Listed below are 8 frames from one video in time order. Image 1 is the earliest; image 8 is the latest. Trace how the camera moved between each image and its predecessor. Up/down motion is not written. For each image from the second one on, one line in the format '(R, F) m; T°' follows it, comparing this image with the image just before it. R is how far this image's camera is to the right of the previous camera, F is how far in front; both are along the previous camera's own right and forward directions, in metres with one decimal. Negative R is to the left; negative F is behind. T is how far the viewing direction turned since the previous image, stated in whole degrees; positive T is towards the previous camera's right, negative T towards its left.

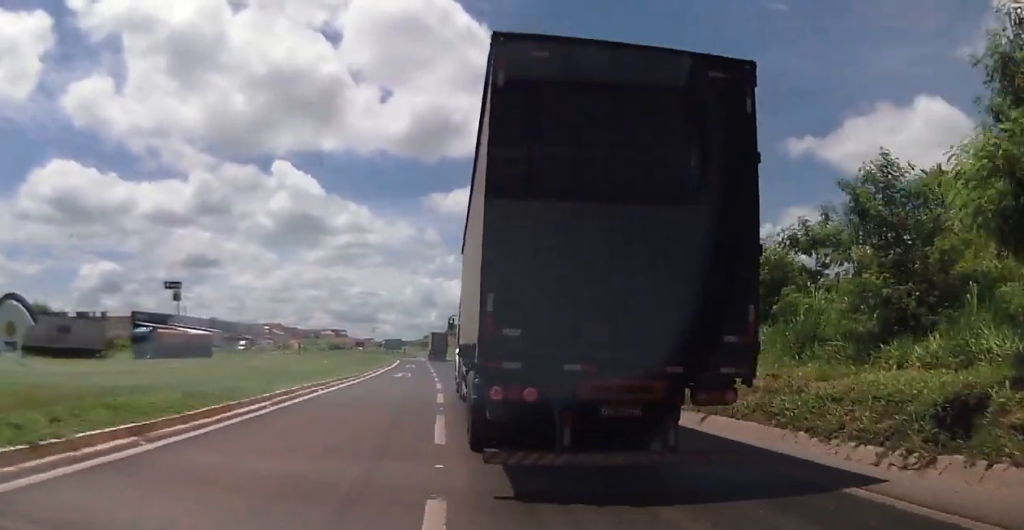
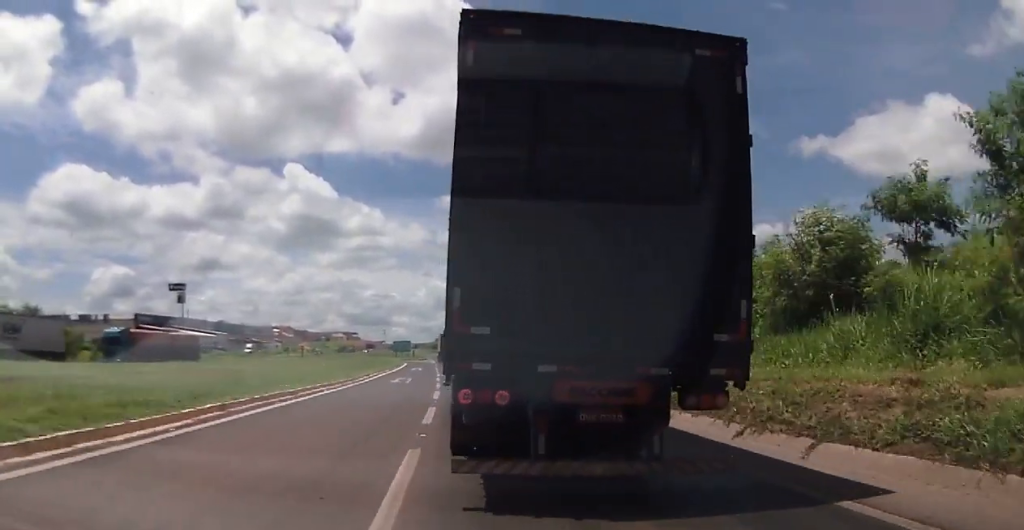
(+0.1, +5.3) m; -2°
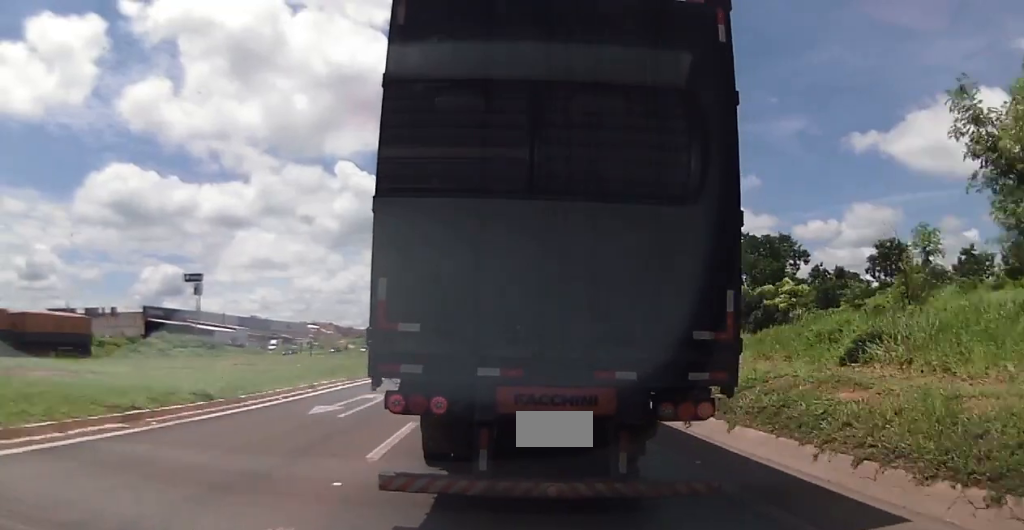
(-0.5, +22.0) m; -4°
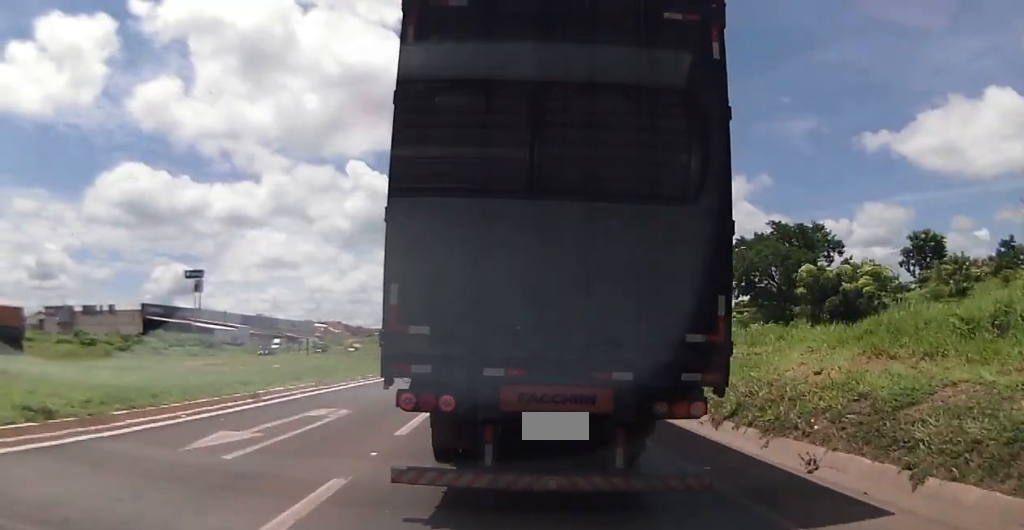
(-0.3, +6.2) m; -5°
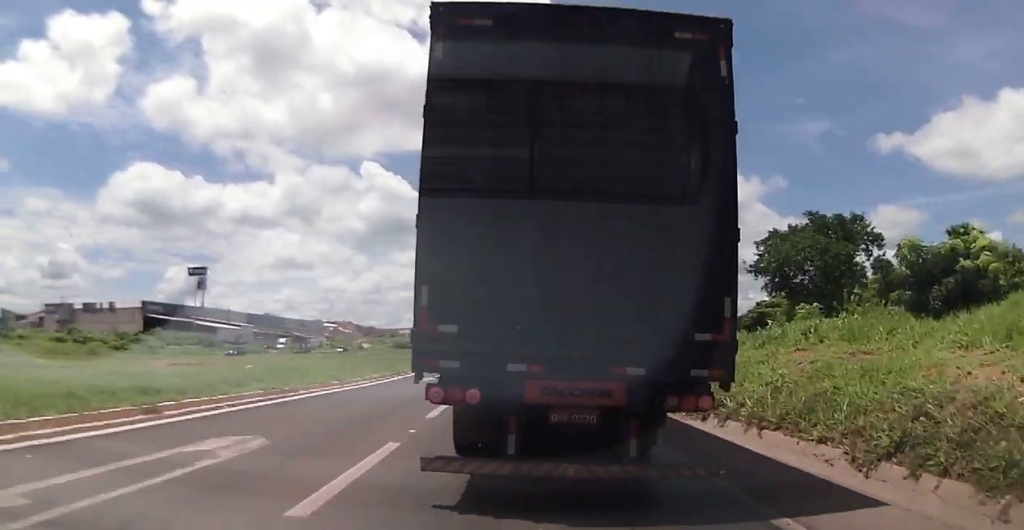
(-0.4, +5.9) m; 0°
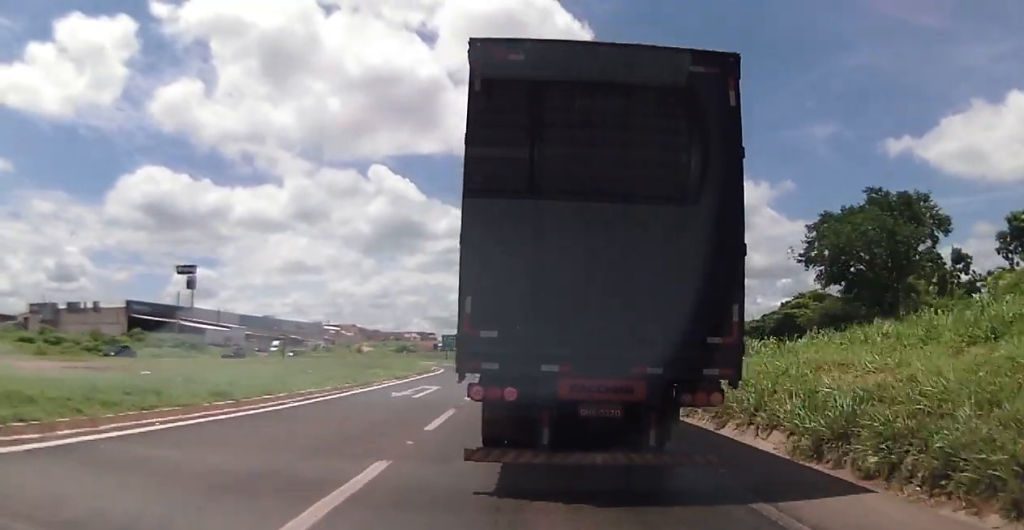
(+0.4, +10.5) m; +4°
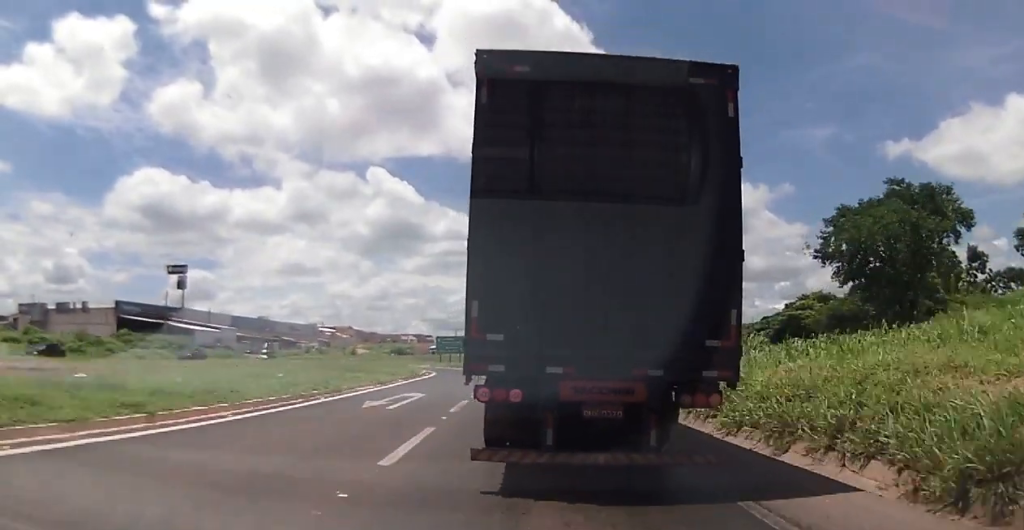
(0.0, +3.7) m; 0°
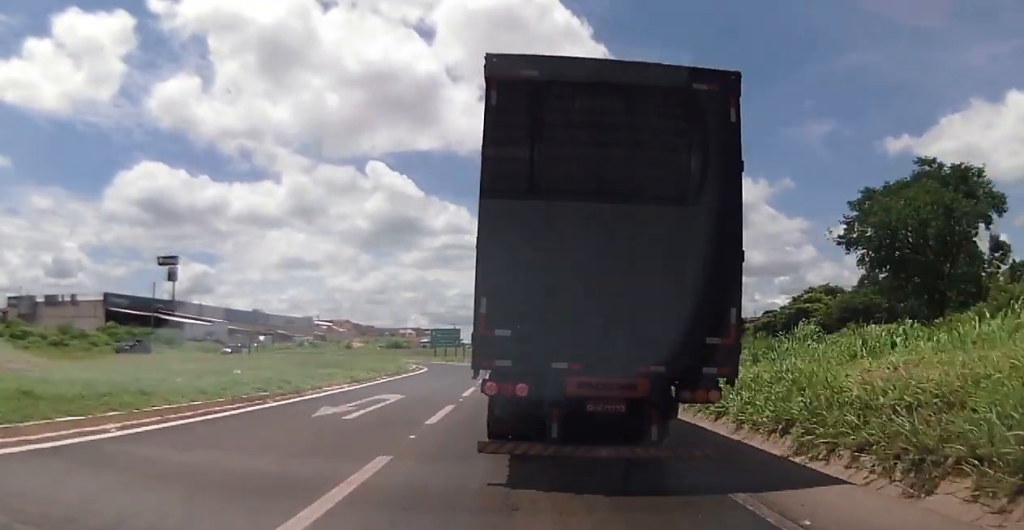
(0.0, +4.3) m; 0°
